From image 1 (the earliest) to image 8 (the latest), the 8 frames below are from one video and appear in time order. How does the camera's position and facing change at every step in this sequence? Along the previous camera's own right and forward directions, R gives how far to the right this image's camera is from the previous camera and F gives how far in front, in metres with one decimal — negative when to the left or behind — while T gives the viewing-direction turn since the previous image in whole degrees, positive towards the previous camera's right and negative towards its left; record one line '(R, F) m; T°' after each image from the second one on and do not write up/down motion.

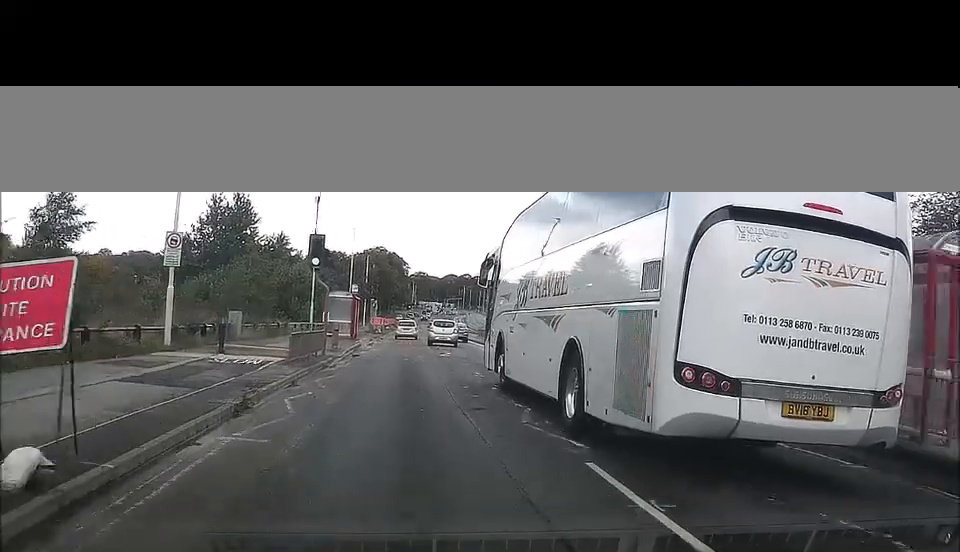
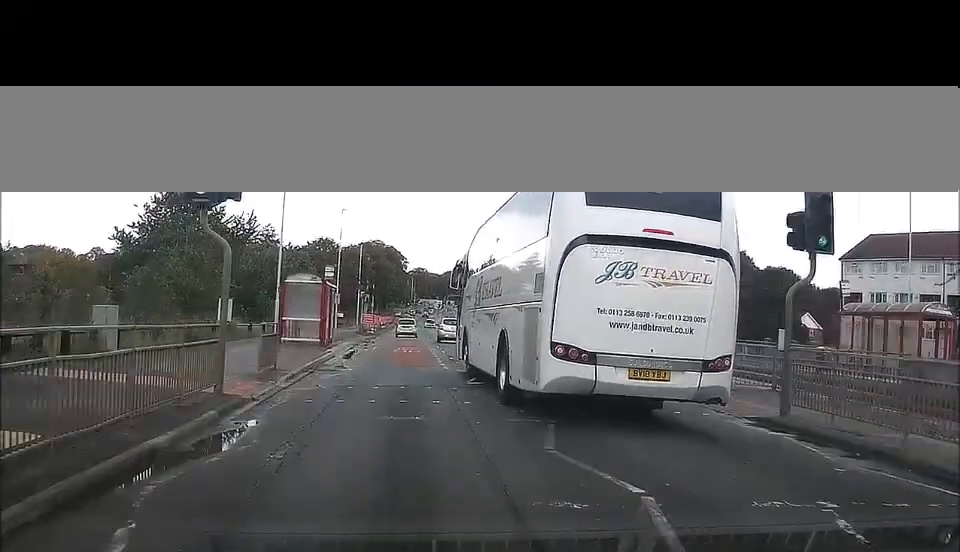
(0.0, +15.7) m; 0°
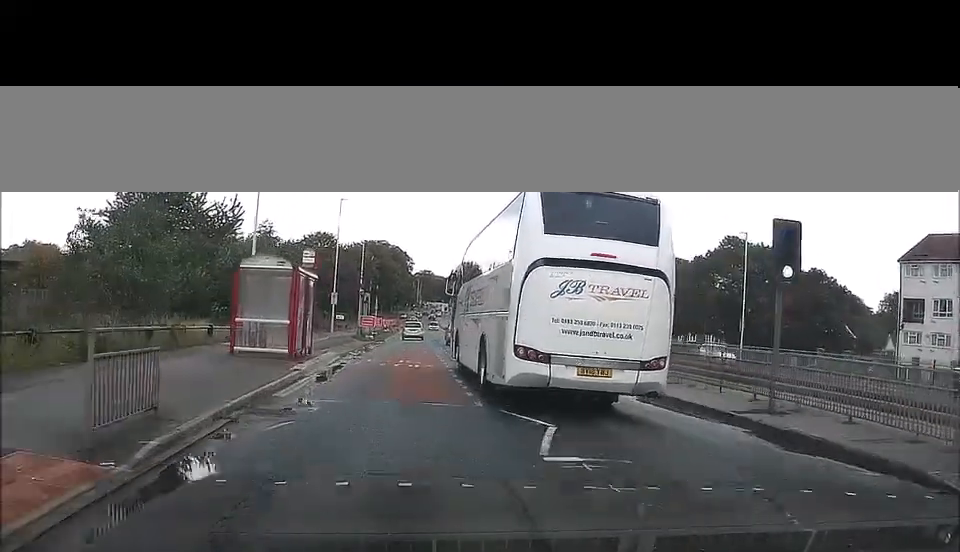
(0.0, +9.3) m; 0°
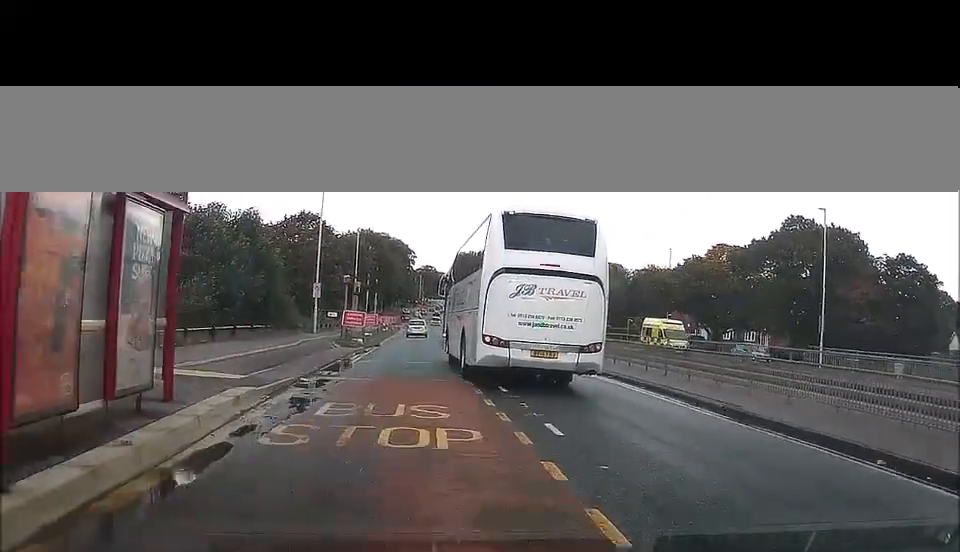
(0.0, +15.3) m; -1°
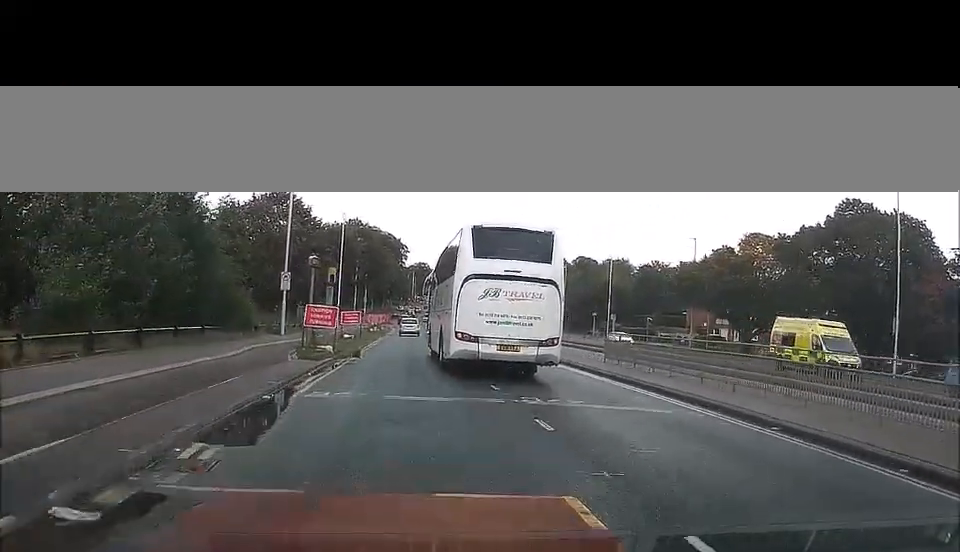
(-0.1, +11.6) m; -1°
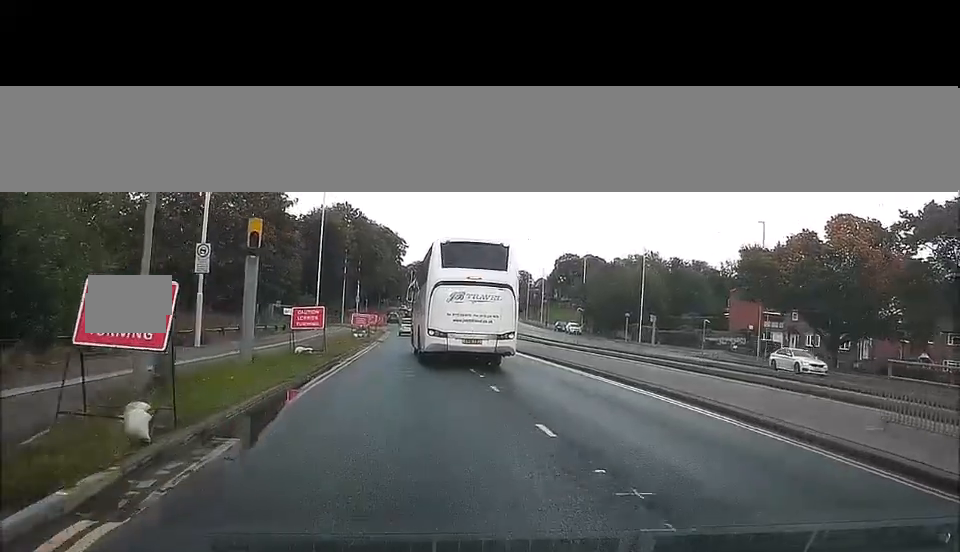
(+0.2, +18.4) m; +2°
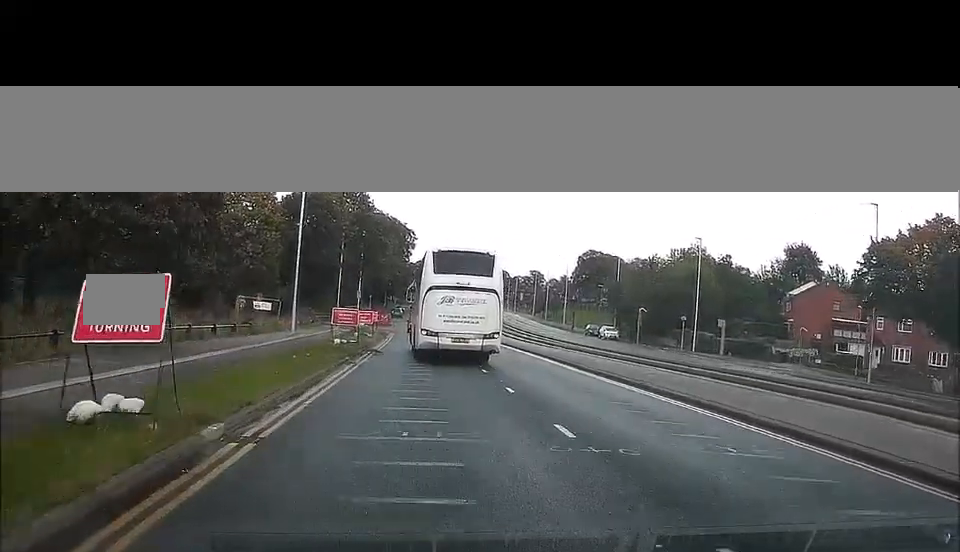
(+0.2, +17.5) m; +2°
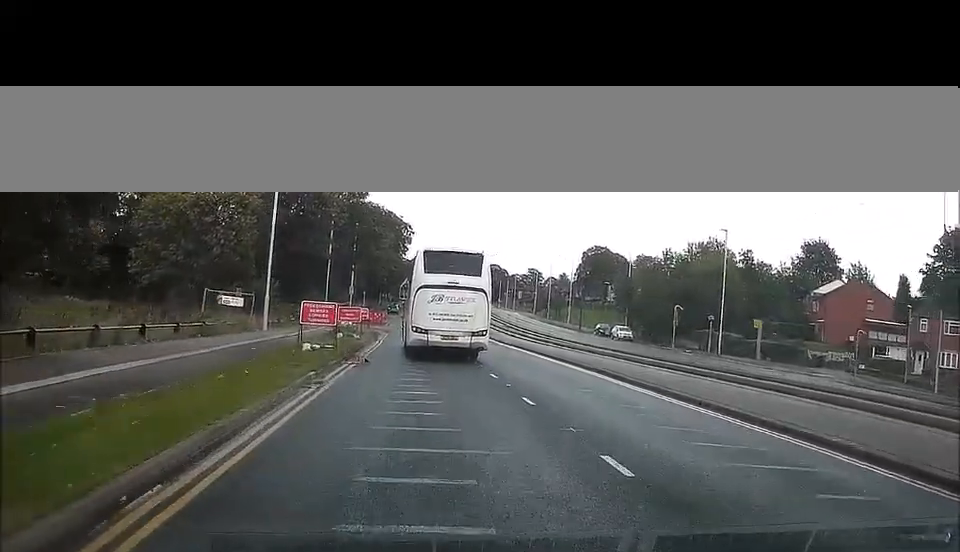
(+0.3, +8.5) m; 0°
